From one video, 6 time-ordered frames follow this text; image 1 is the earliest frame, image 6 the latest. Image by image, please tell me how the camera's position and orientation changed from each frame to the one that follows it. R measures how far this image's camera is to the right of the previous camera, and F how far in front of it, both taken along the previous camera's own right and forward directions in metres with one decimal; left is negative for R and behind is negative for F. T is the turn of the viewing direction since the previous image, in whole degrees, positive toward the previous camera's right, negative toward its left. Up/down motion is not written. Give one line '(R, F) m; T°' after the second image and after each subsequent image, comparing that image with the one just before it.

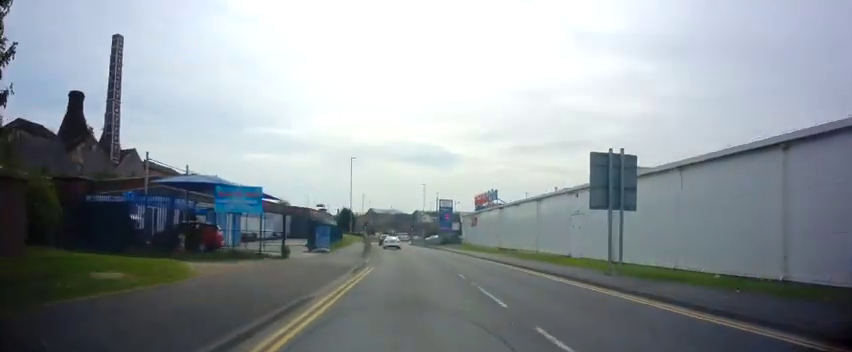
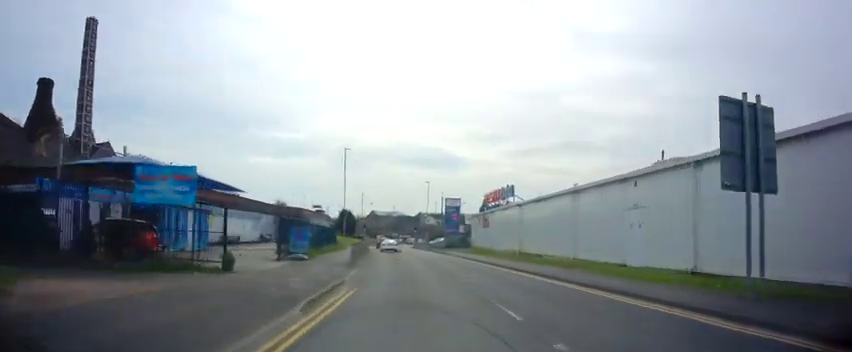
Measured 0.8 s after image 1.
(+0.1, +7.6) m; -2°
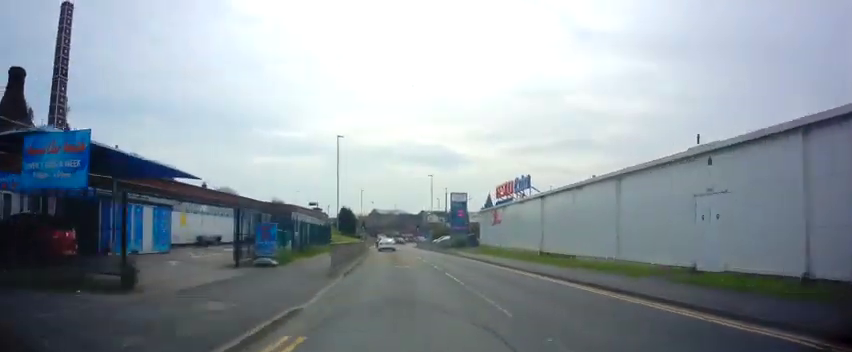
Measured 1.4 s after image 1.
(-0.2, +5.8) m; -2°
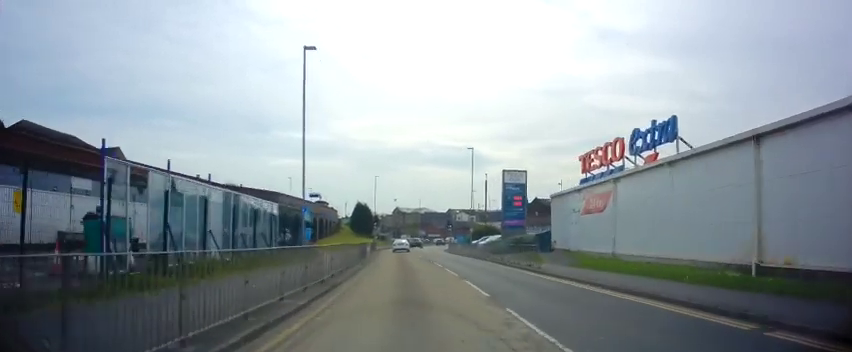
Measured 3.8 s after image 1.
(-0.9, +20.9) m; -2°
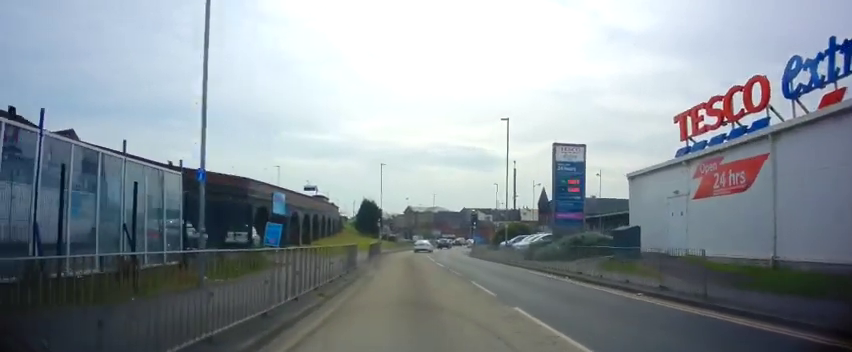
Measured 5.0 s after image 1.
(+0.1, +12.0) m; -1°
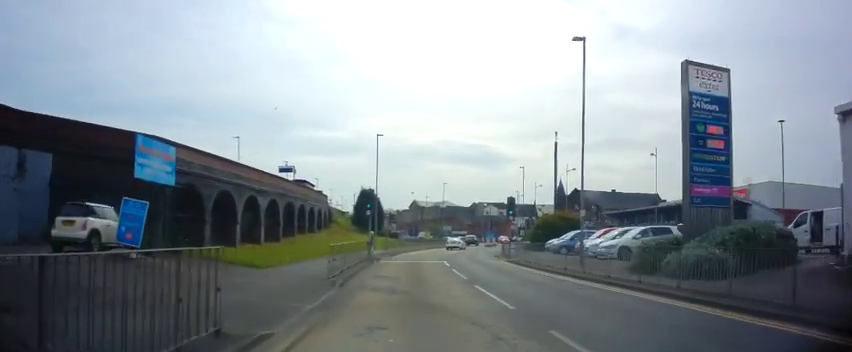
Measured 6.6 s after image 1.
(-0.8, +14.8) m; -3°
